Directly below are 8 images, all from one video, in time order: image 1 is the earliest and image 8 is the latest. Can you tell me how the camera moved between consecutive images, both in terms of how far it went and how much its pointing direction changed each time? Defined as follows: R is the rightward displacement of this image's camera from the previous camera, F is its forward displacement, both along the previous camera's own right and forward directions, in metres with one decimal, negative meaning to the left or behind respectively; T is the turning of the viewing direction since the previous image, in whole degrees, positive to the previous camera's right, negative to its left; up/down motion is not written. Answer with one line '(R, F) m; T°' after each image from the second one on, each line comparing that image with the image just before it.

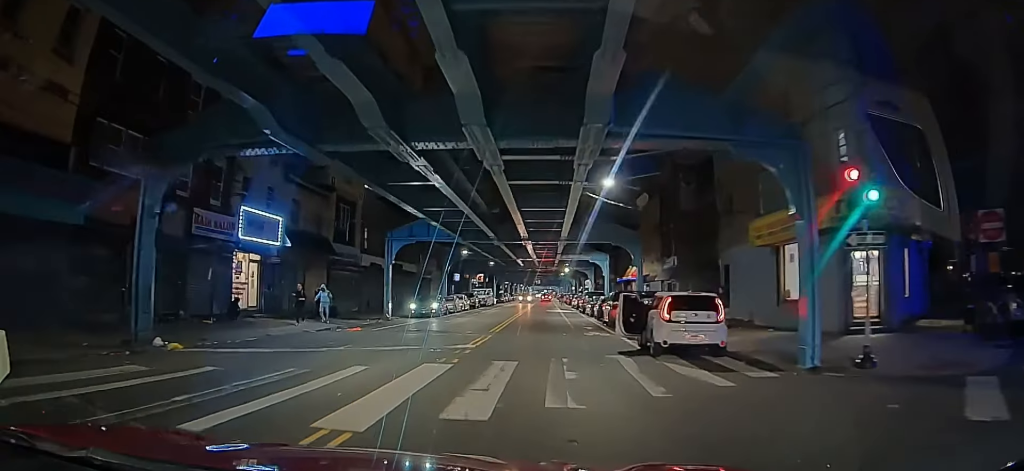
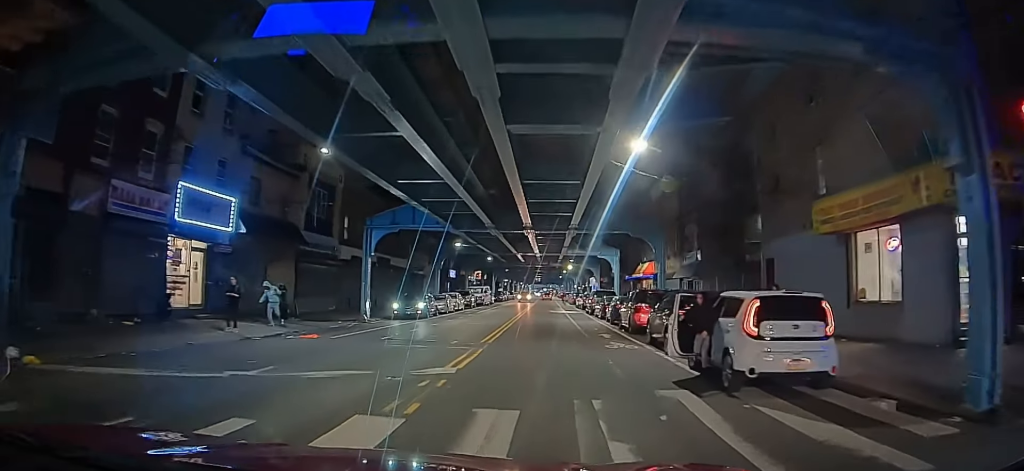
(-0.2, +4.4) m; -2°
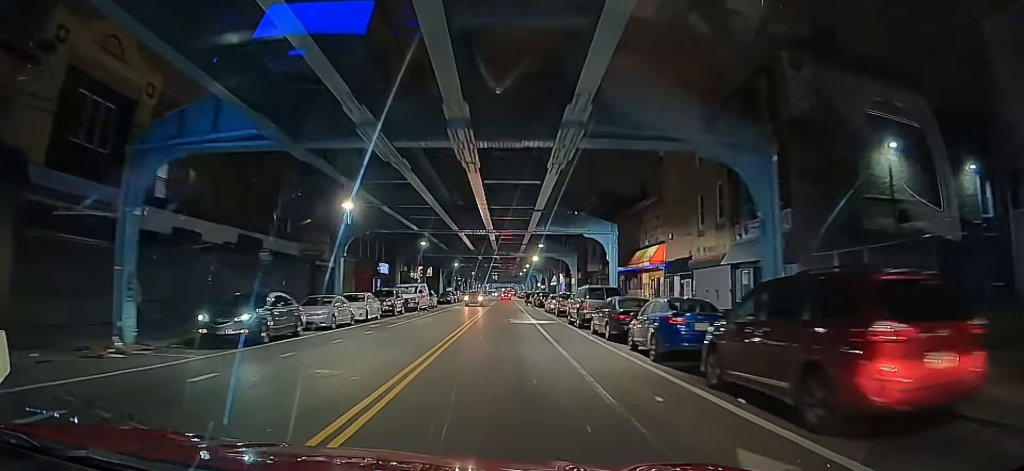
(+0.3, +14.0) m; +3°
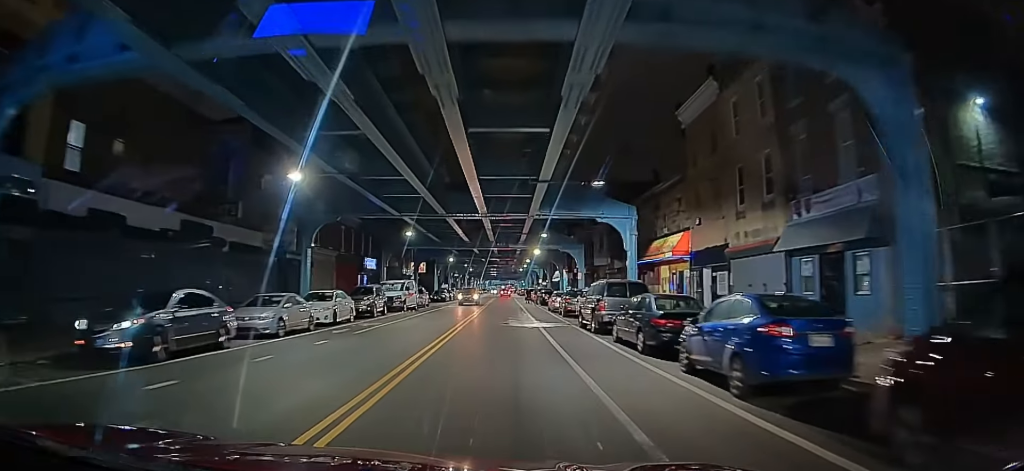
(+0.1, +4.3) m; 0°
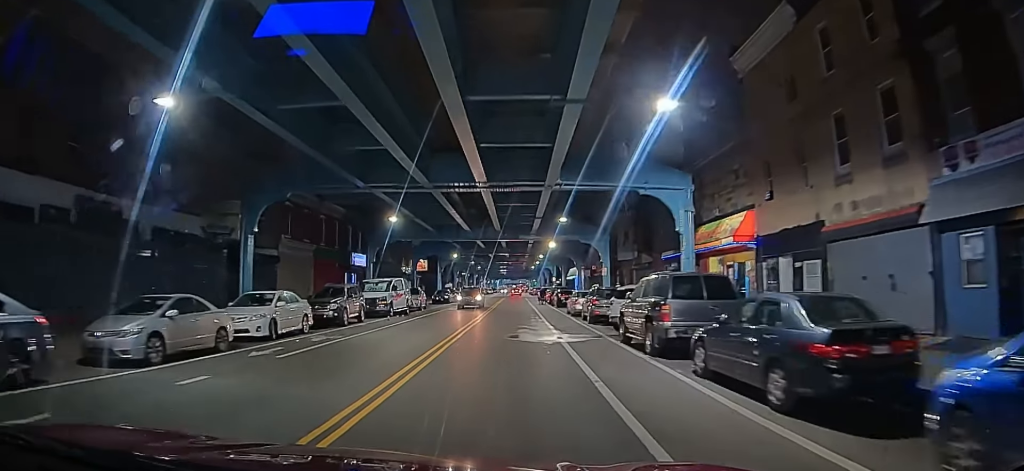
(+0.1, +5.8) m; +1°
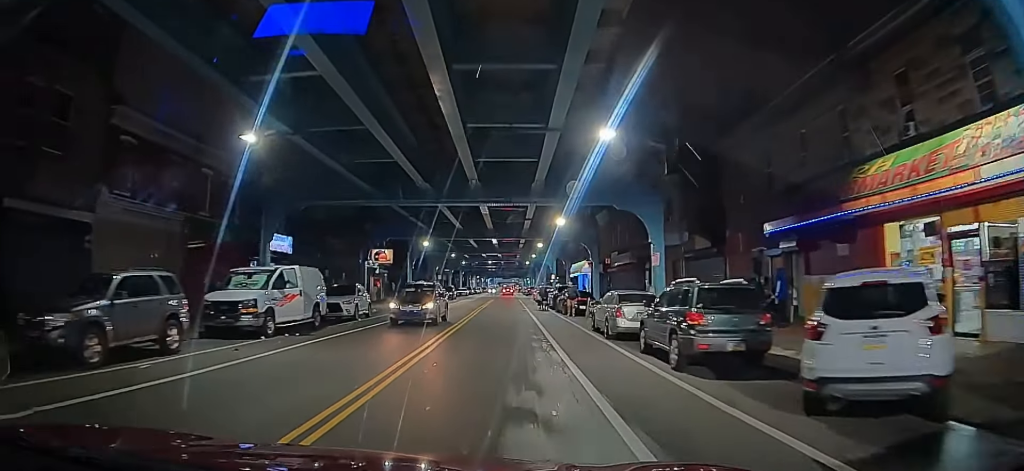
(+0.1, +13.3) m; +1°
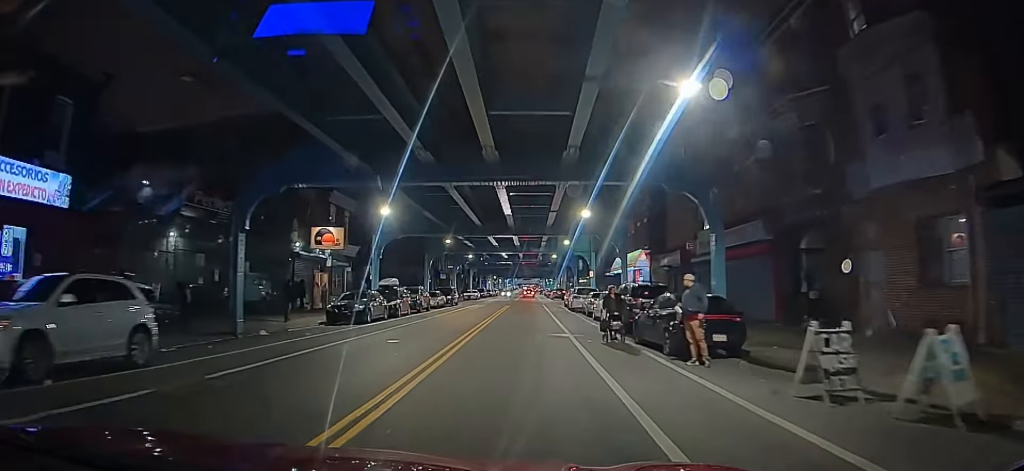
(-0.3, +20.3) m; -1°
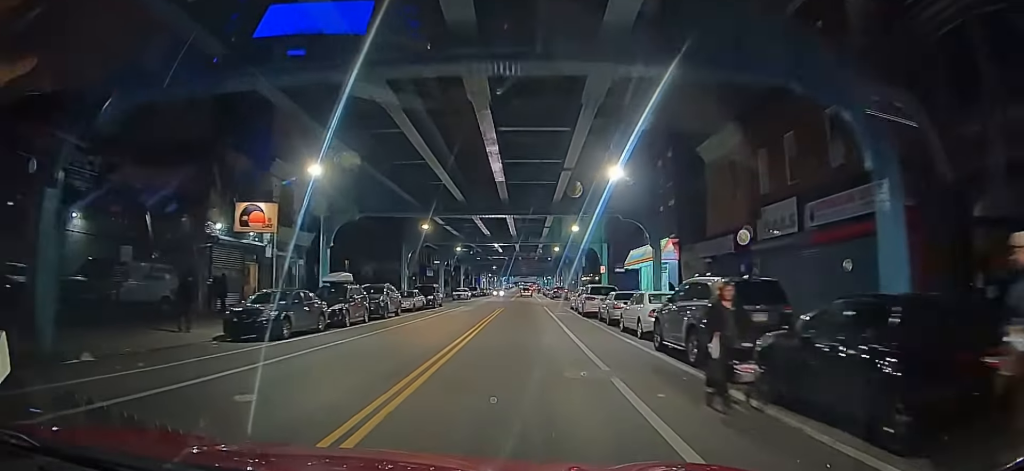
(0.0, +9.4) m; +1°
